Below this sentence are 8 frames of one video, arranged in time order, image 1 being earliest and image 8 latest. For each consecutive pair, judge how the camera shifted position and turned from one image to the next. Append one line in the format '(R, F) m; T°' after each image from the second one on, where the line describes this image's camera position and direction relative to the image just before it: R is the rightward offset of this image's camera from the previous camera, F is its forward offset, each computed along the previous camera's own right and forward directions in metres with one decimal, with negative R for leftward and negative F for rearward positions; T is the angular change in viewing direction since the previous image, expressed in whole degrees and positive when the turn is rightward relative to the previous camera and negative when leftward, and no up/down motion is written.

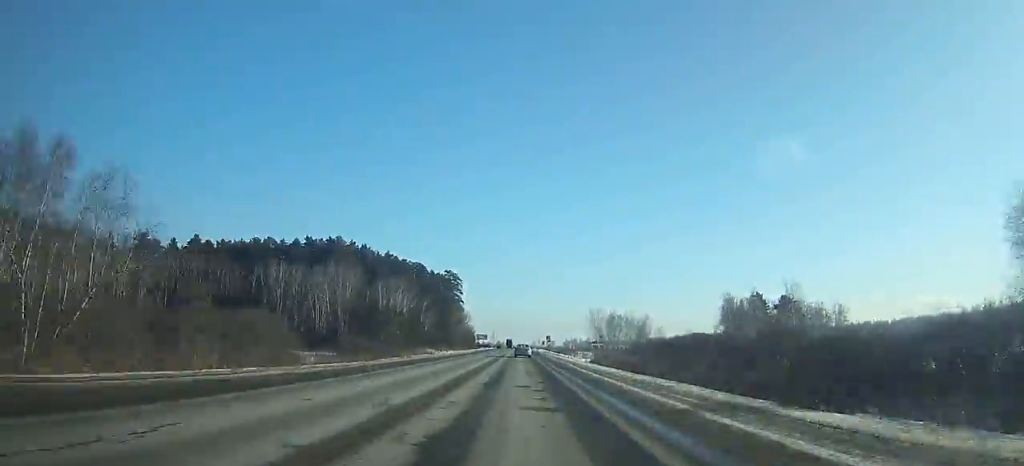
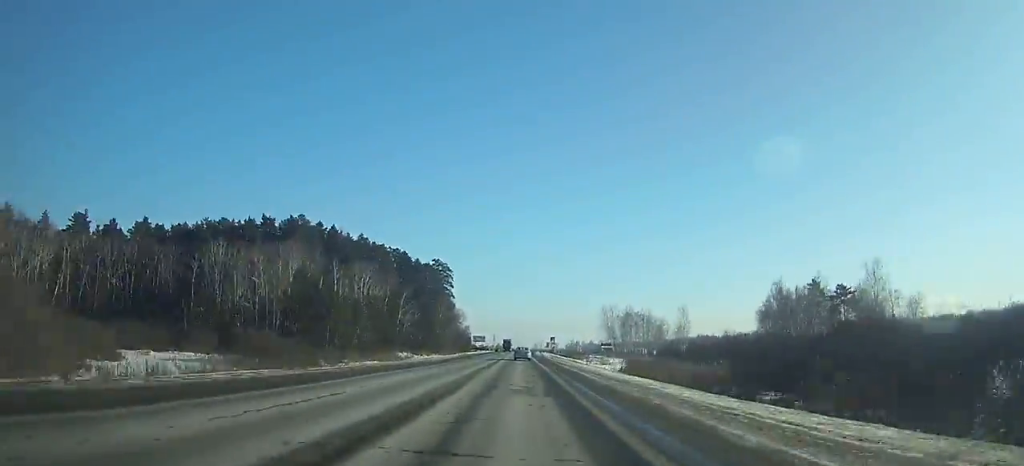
(0.0, +29.7) m; 0°
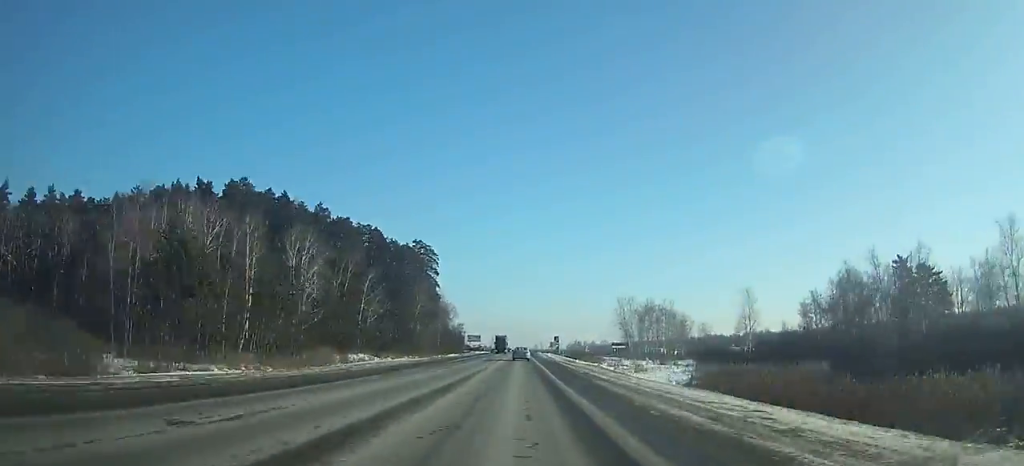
(+0.1, +29.7) m; 0°
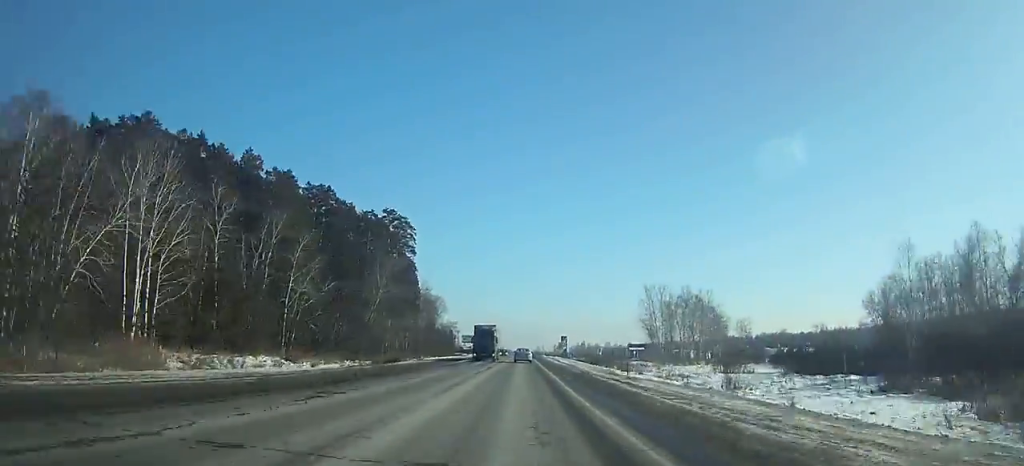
(+0.1, +31.7) m; 0°
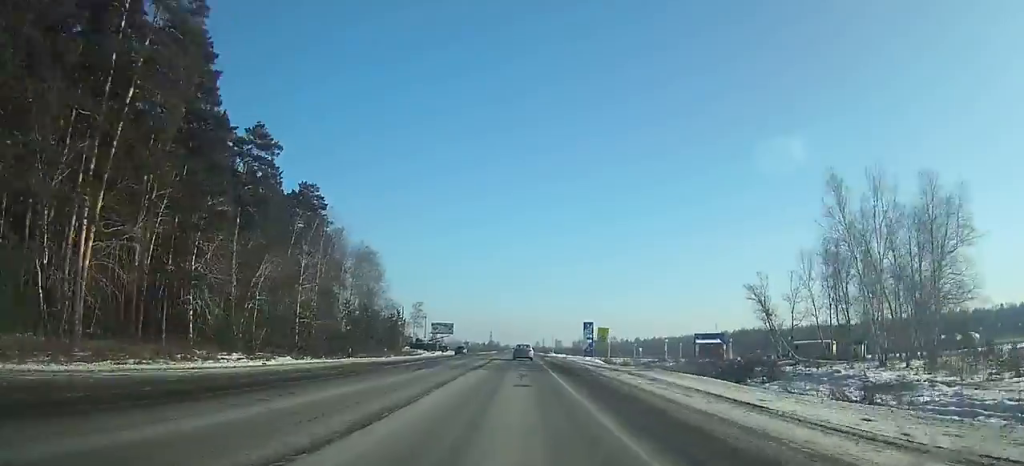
(+0.1, +73.6) m; 0°
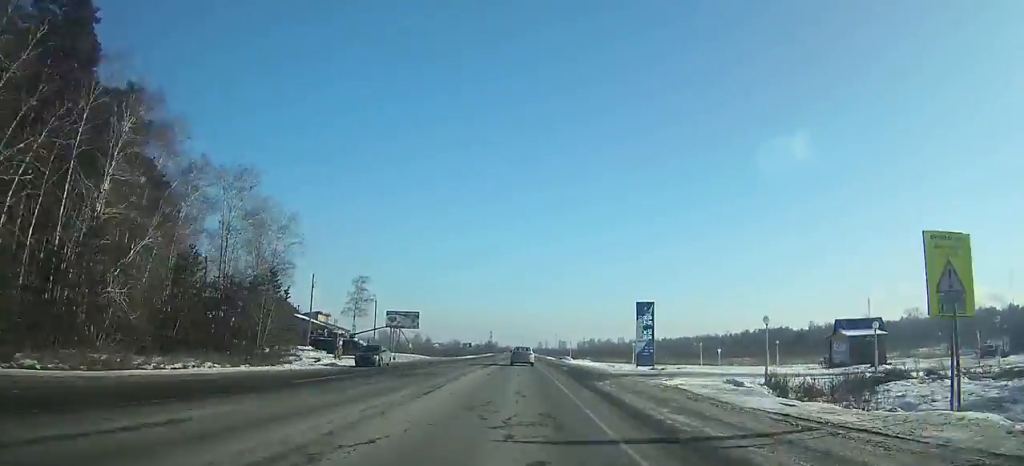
(-0.2, +53.9) m; 0°
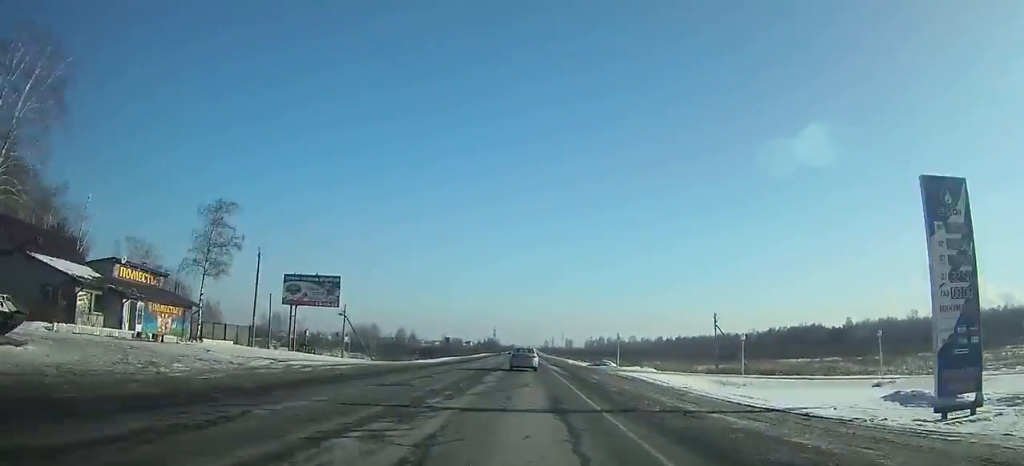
(-0.1, +46.6) m; 0°
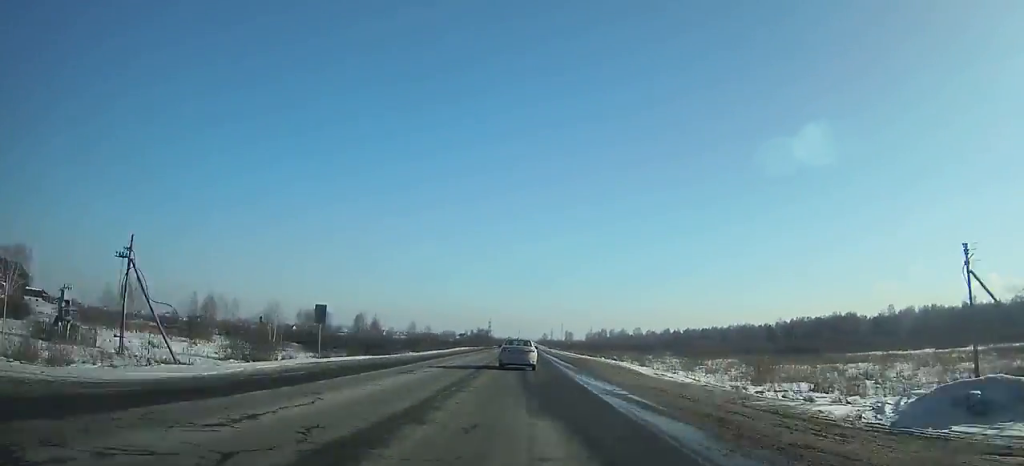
(-0.1, +51.7) m; 0°
